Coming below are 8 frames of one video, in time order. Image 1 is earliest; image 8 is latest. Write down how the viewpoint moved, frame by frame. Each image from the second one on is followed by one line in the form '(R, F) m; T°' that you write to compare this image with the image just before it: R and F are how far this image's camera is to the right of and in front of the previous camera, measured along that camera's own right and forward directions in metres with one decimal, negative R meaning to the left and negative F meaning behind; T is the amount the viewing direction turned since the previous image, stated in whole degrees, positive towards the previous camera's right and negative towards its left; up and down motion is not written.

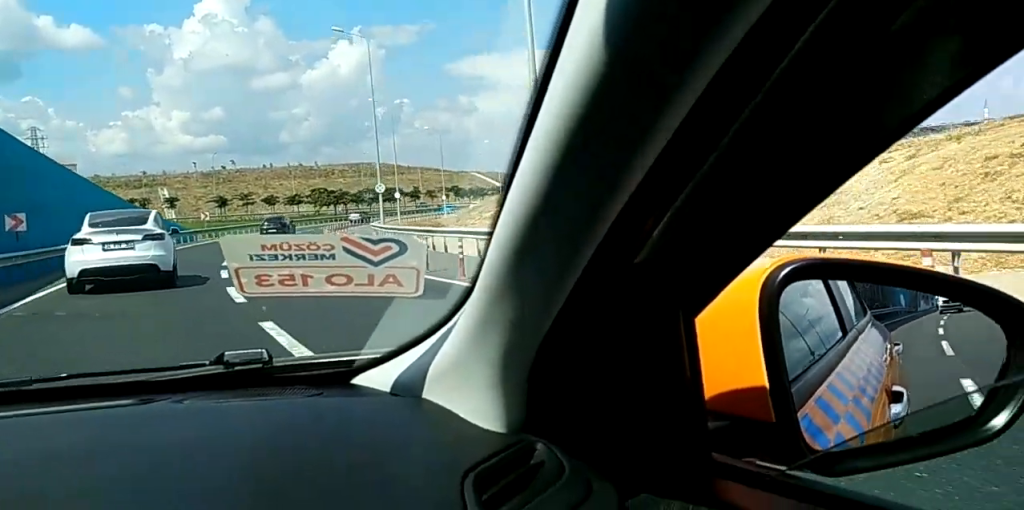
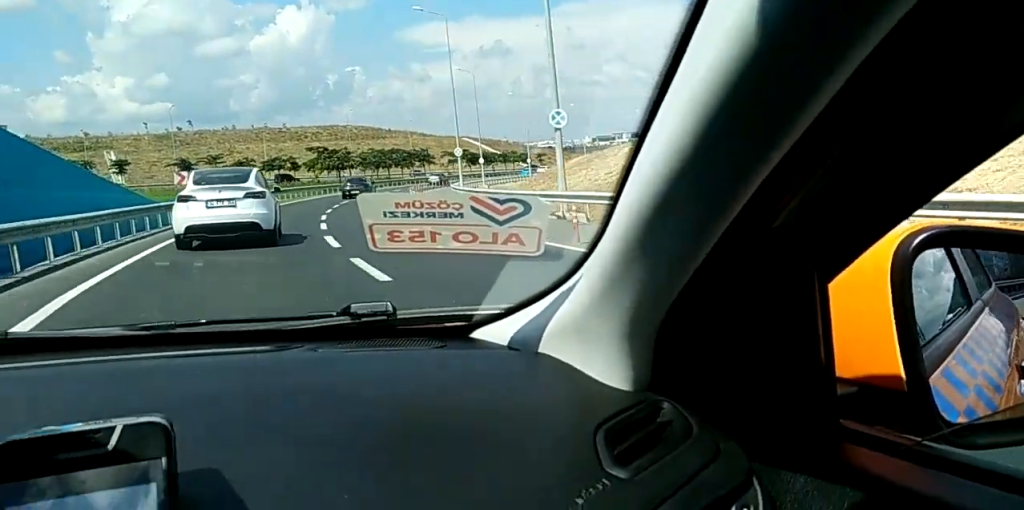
(0.0, +29.6) m; 0°
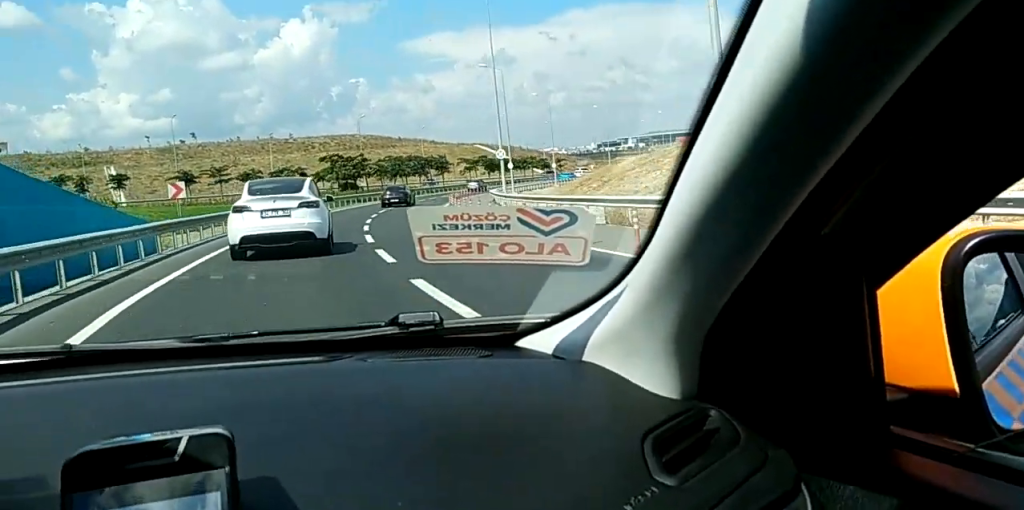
(0.0, +9.3) m; 0°
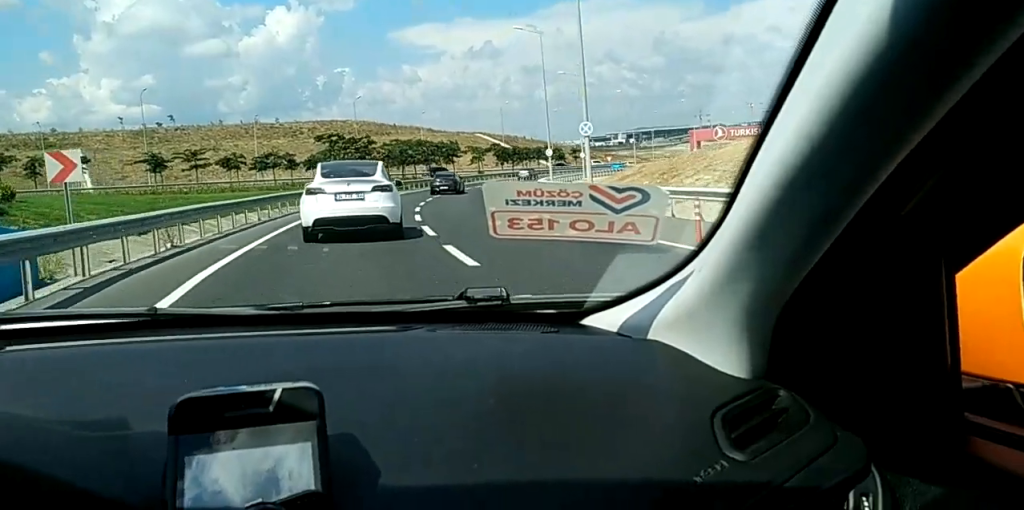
(0.0, +15.9) m; +1°
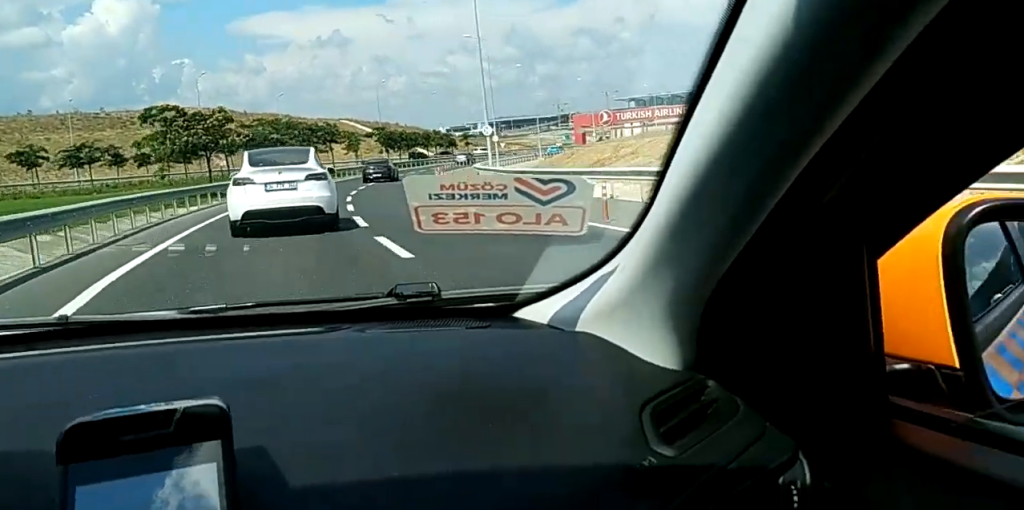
(+0.3, +19.6) m; +12°
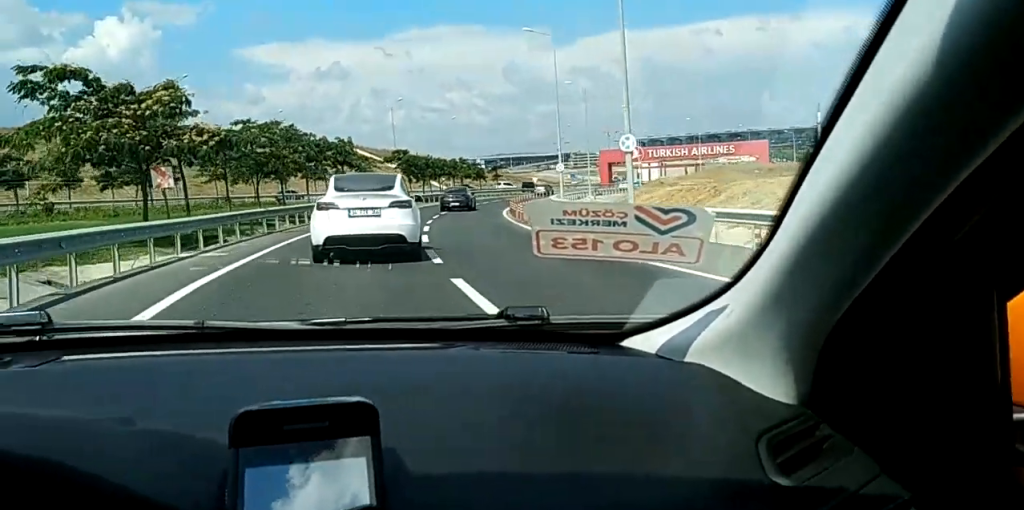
(+3.9, +20.1) m; +12°
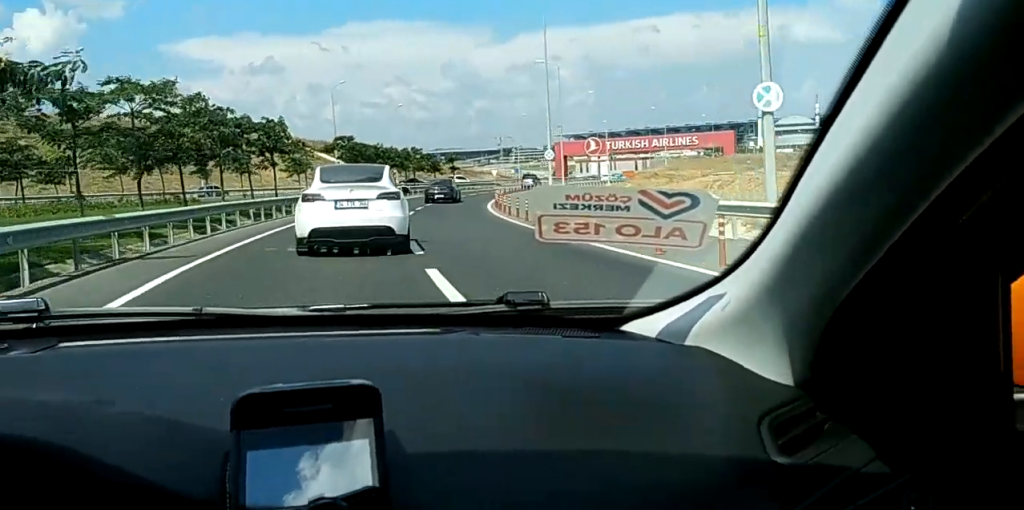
(0.0, +11.6) m; +2°
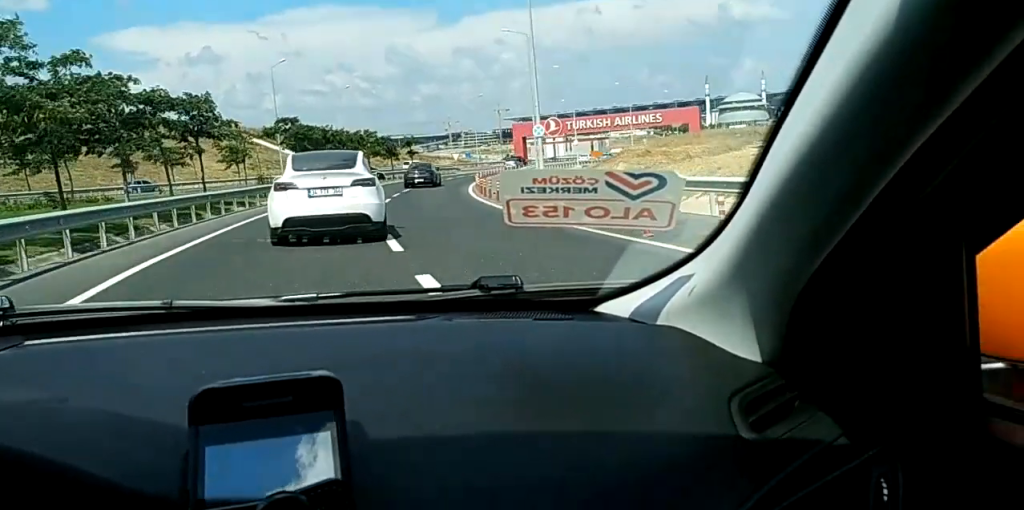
(+0.2, +7.3) m; +3°
